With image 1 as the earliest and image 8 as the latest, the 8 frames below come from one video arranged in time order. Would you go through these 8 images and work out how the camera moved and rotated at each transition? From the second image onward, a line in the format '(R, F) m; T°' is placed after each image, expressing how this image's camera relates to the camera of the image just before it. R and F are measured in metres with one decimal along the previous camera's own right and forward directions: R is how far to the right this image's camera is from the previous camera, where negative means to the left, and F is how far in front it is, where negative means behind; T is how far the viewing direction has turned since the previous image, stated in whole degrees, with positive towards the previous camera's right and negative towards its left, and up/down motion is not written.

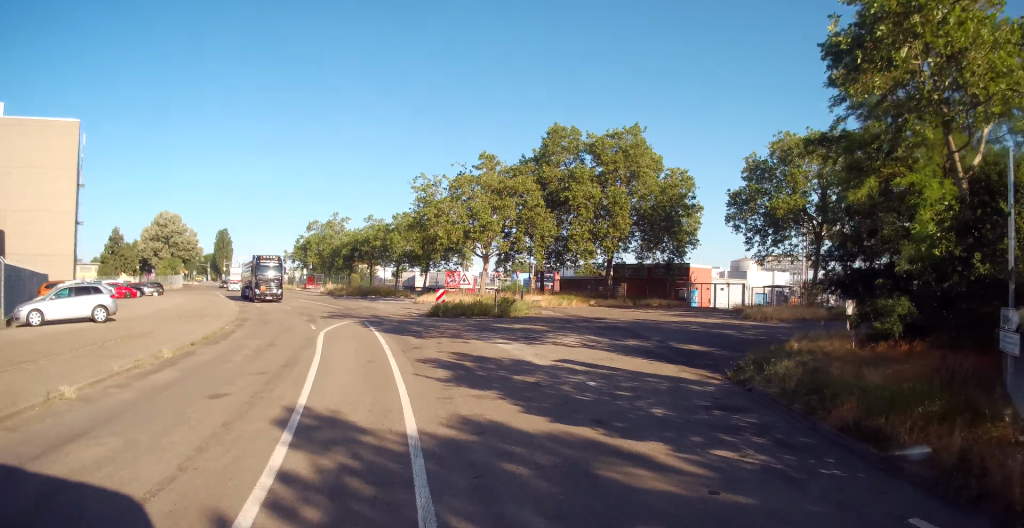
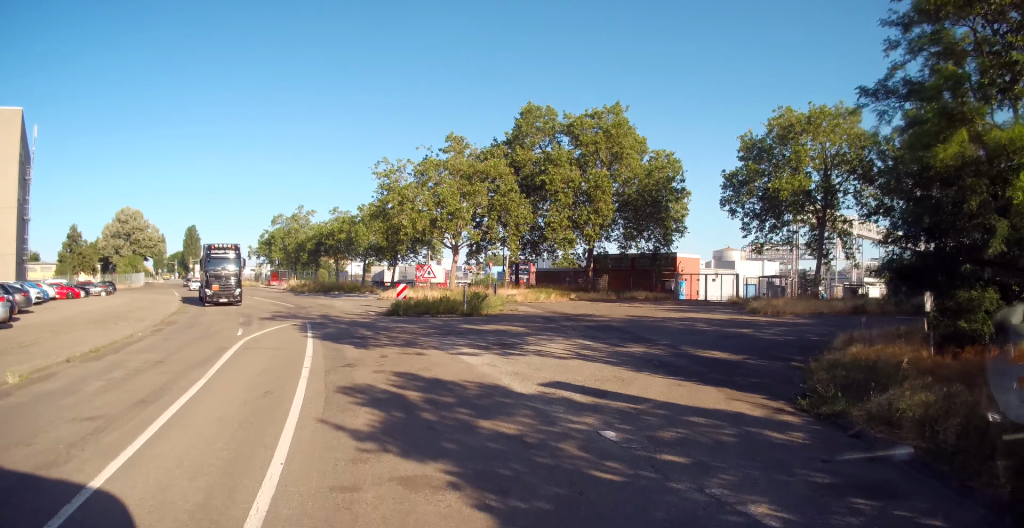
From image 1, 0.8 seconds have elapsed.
(0.0, +5.0) m; +3°
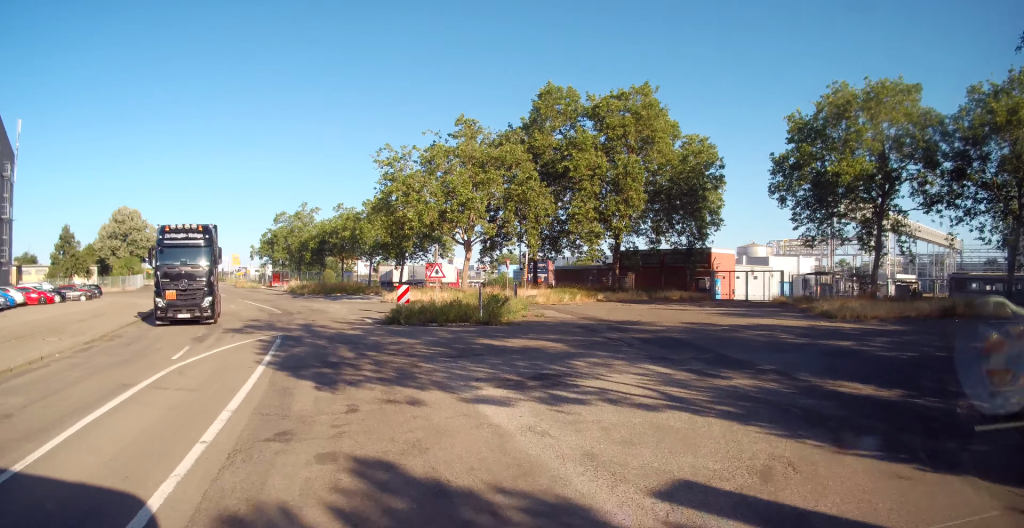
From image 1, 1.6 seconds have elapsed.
(+0.4, +5.8) m; +2°
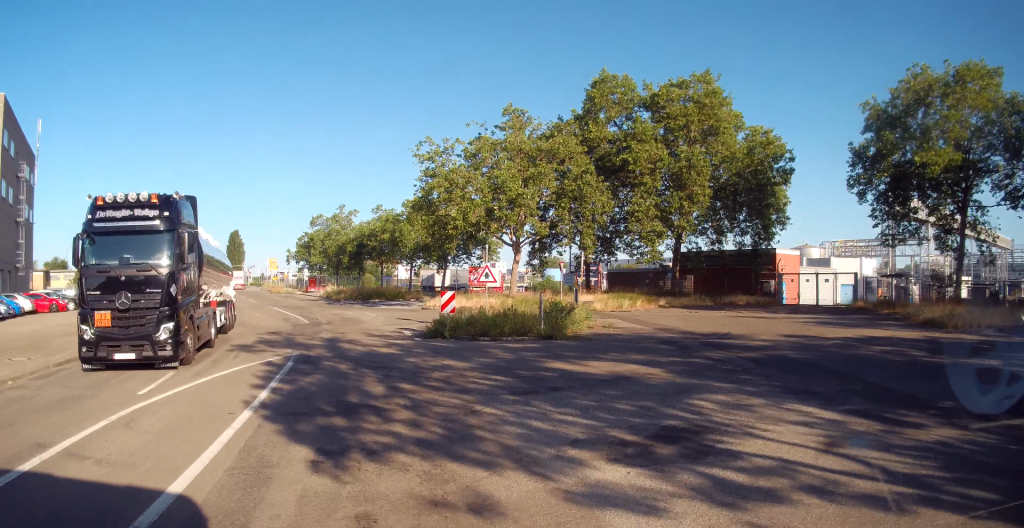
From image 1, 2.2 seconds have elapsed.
(-0.1, +4.1) m; -3°
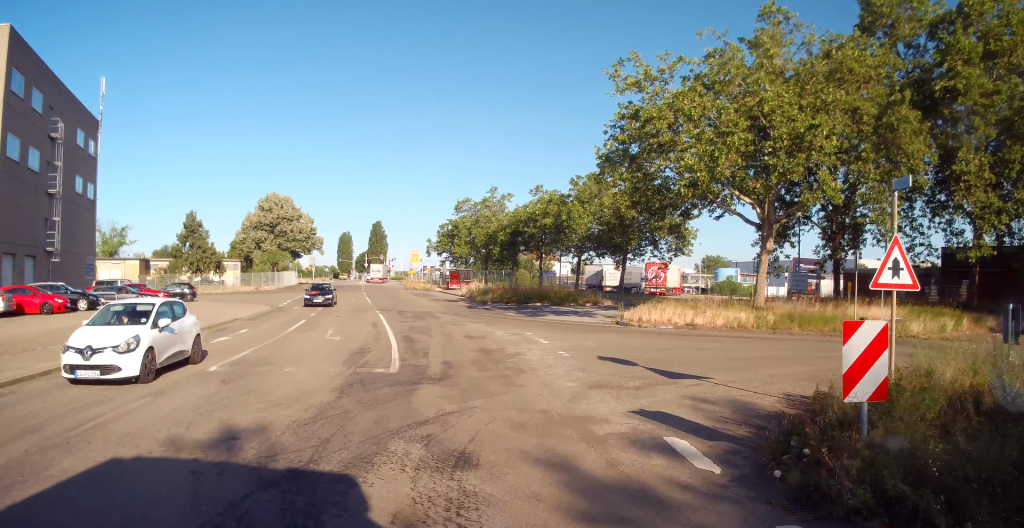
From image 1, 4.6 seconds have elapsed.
(-1.7, +16.7) m; -12°
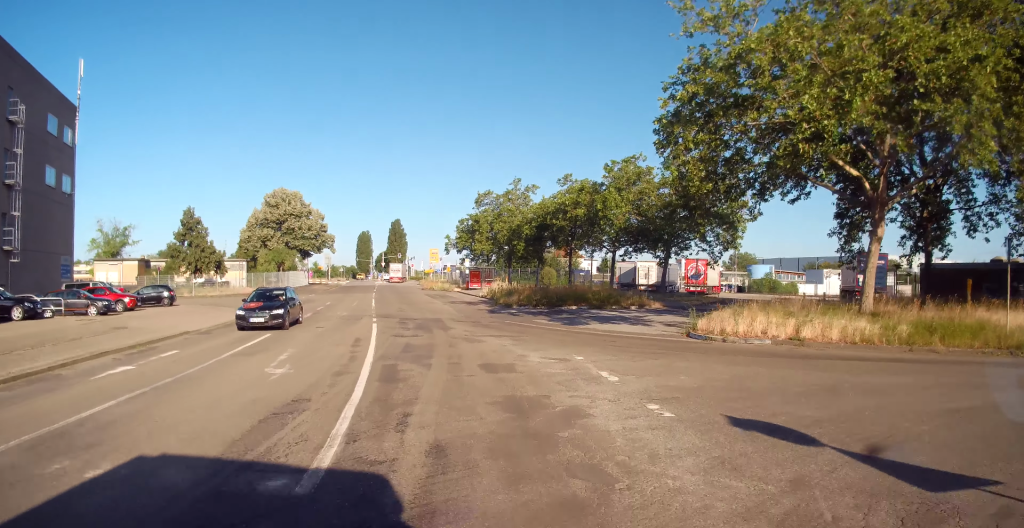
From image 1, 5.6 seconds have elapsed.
(-0.5, +7.6) m; -4°
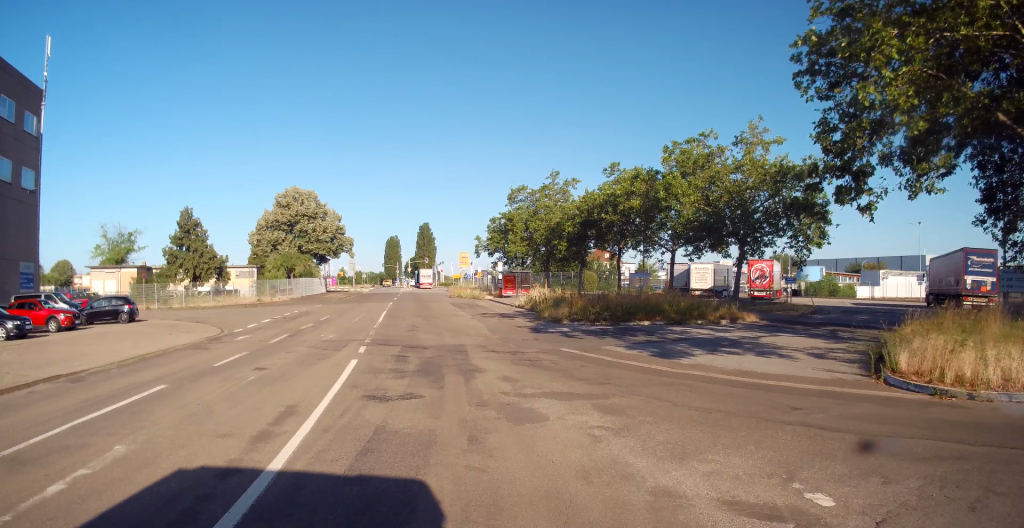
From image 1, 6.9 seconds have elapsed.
(0.0, +9.4) m; -1°
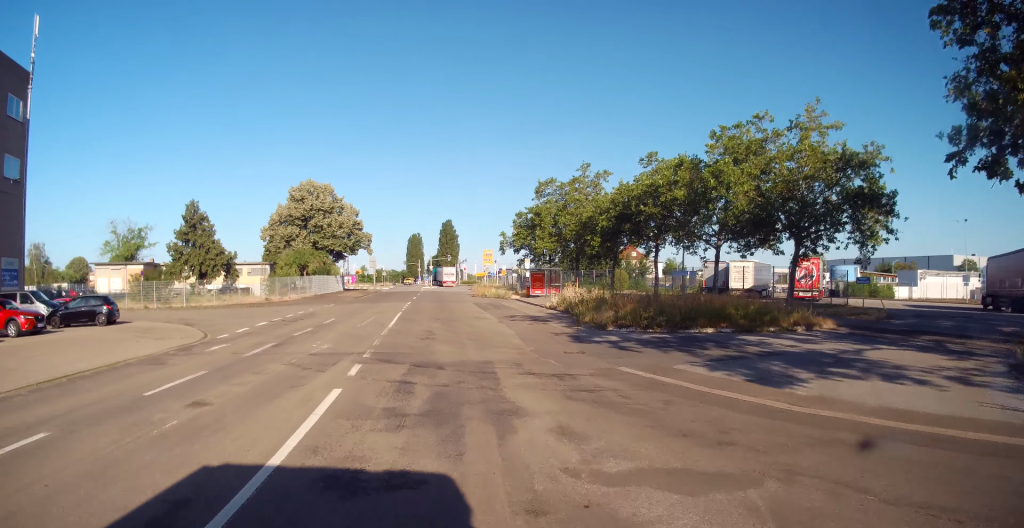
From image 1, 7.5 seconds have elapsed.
(+0.1, +4.1) m; -2°
